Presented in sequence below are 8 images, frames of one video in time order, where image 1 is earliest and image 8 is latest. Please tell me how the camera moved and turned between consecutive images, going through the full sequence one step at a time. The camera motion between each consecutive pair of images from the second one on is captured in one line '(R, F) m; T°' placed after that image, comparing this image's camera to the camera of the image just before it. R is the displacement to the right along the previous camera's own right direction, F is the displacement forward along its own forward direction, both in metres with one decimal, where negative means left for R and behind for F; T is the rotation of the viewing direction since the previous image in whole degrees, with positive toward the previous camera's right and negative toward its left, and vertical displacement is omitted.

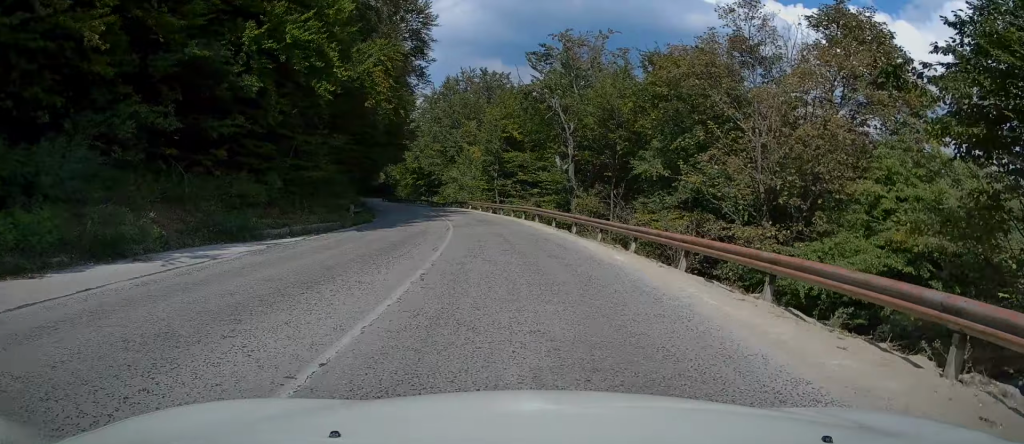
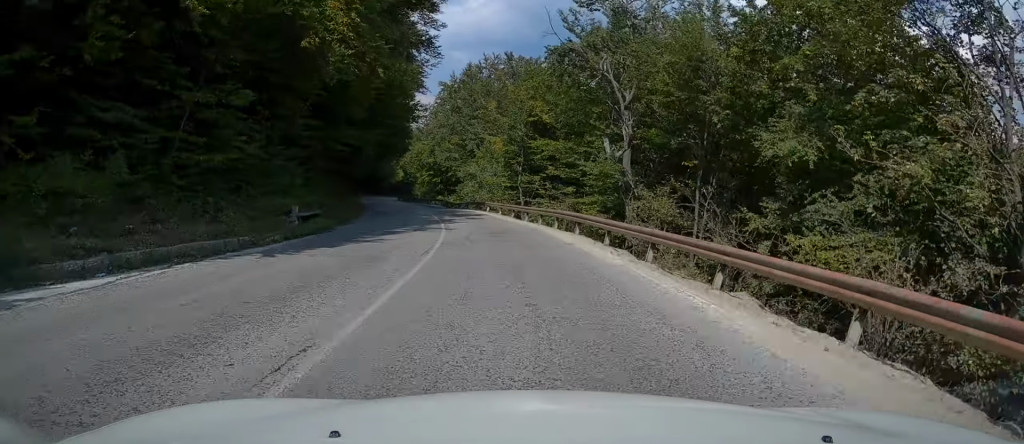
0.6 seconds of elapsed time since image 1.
(-0.1, +10.1) m; -4°
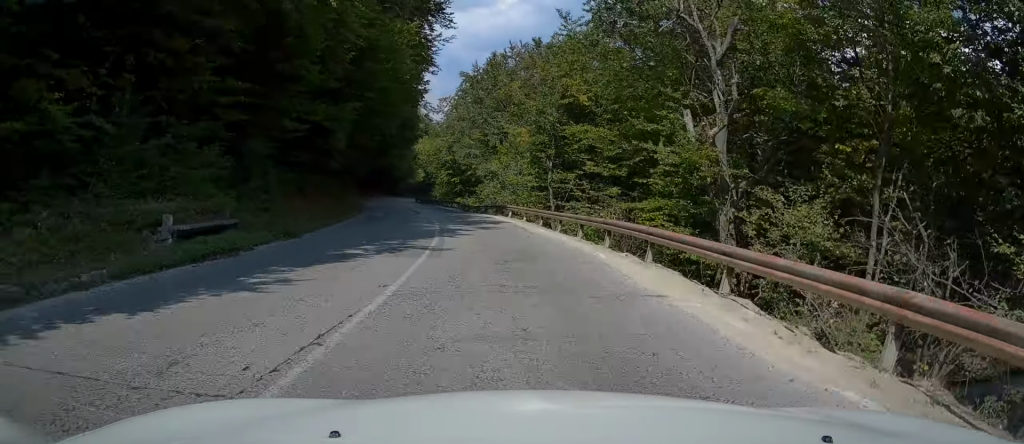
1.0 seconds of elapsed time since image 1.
(-0.4, +8.2) m; -3°
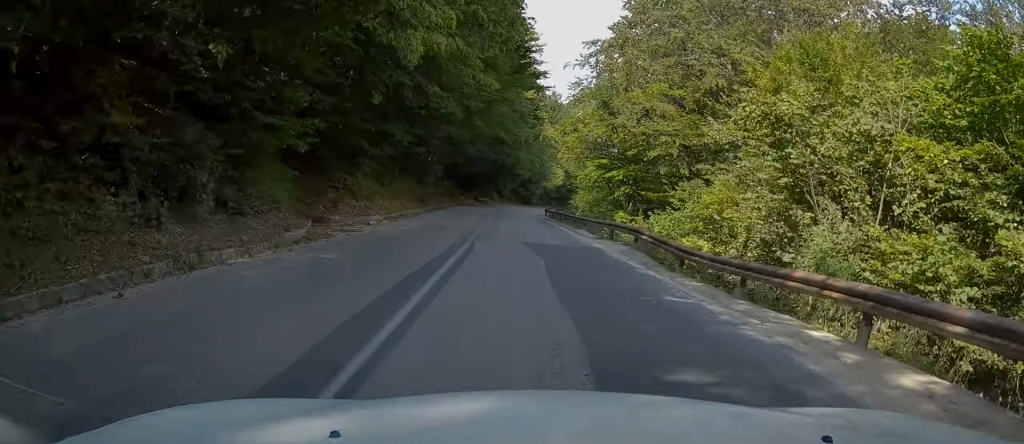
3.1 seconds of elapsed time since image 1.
(-3.9, +35.9) m; -11°
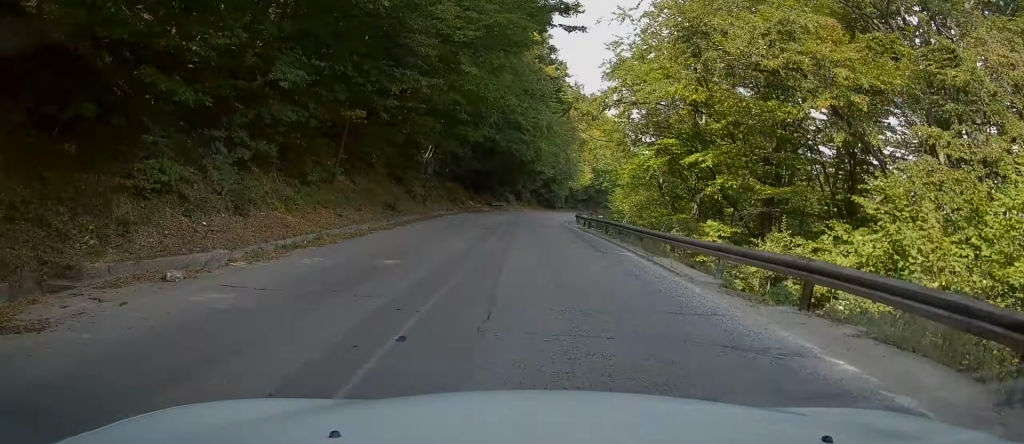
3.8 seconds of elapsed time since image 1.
(-0.3, +13.8) m; -1°
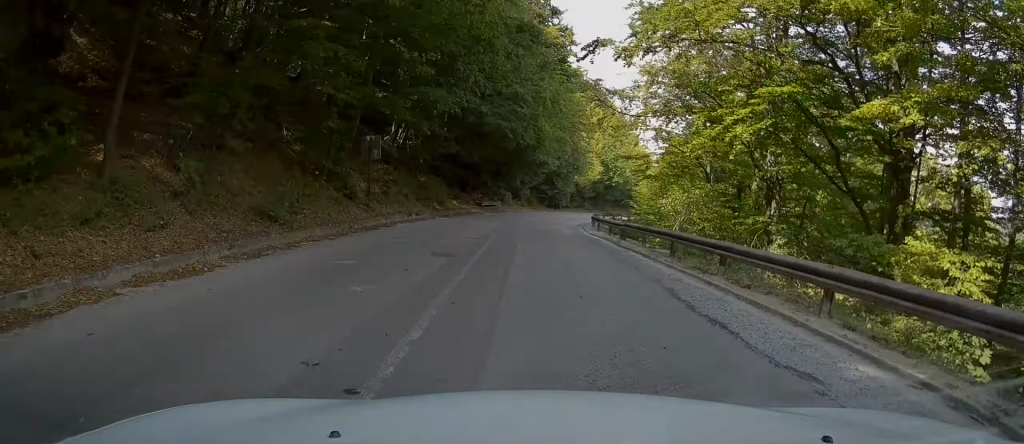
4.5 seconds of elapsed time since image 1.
(-0.1, +11.9) m; +1°
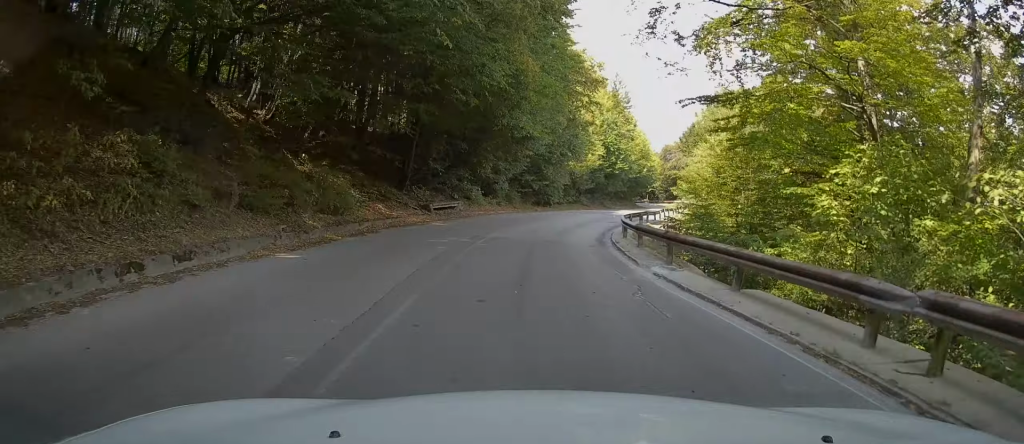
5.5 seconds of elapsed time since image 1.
(+0.3, +17.9) m; +2°
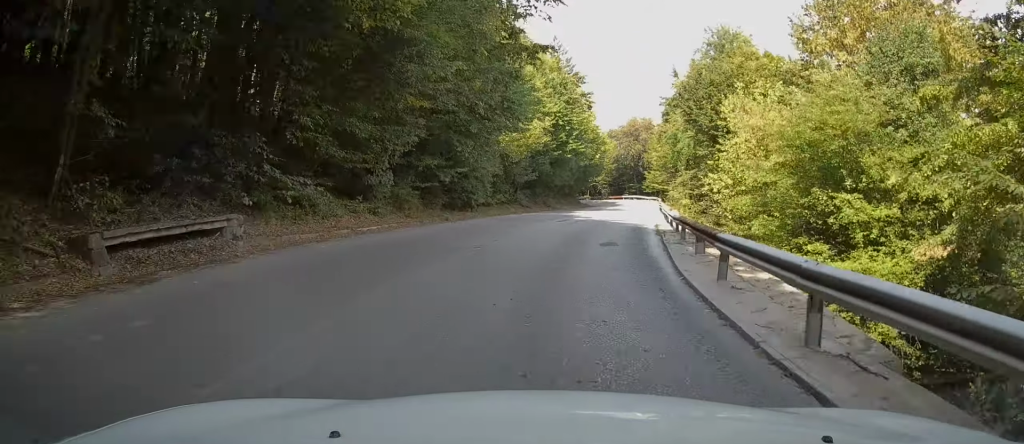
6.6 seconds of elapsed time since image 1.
(+0.4, +19.4) m; +5°
